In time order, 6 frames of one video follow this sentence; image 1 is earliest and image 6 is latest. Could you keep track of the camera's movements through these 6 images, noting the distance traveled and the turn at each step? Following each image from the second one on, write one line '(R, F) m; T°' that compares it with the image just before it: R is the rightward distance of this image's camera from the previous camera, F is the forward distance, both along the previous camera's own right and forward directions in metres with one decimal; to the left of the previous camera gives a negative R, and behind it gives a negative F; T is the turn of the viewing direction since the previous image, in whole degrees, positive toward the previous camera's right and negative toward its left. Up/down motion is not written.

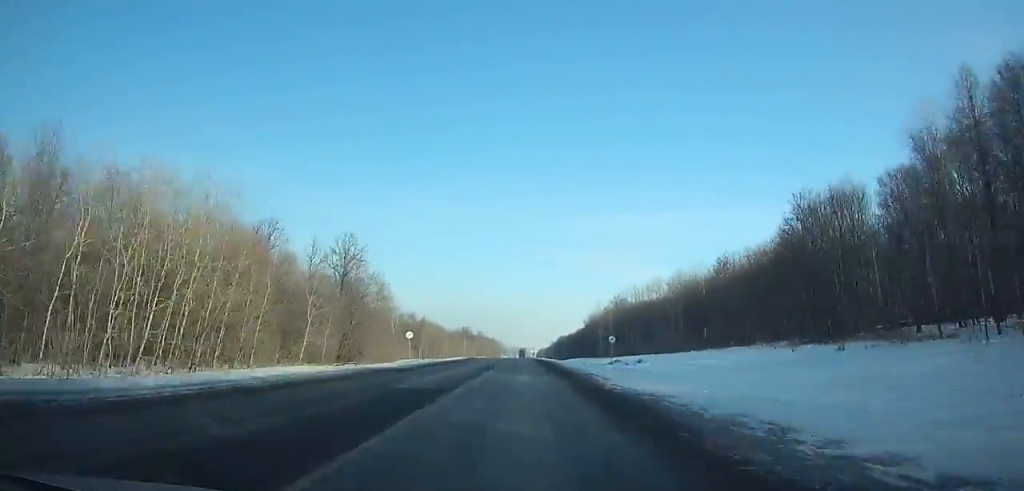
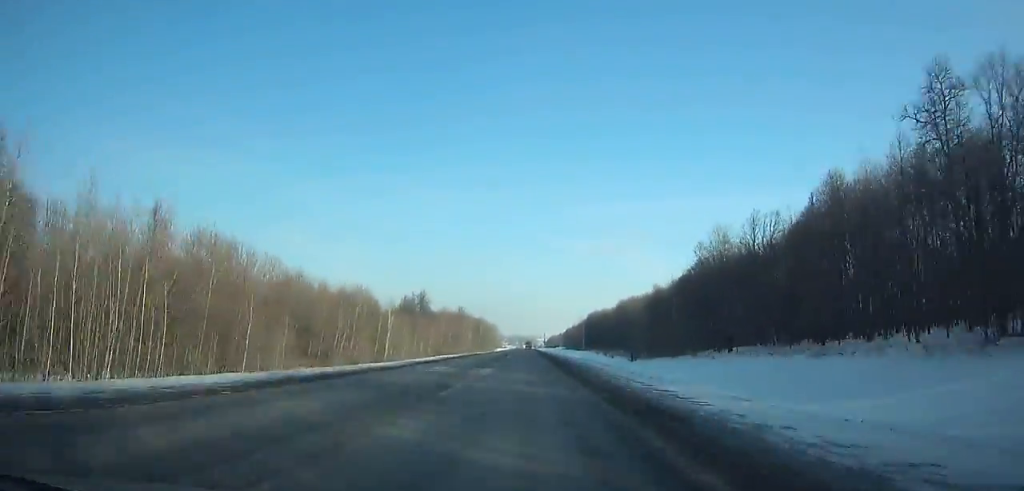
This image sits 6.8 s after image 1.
(+0.1, +172.6) m; 0°
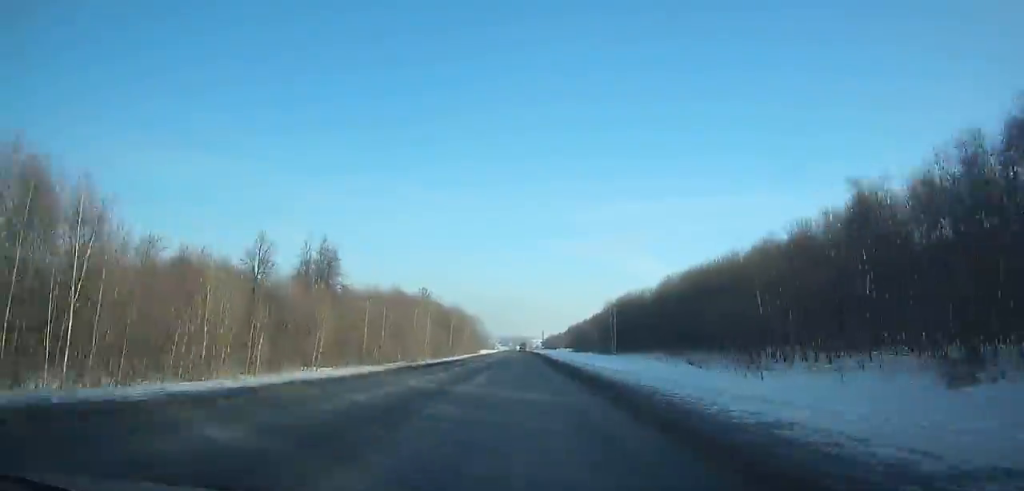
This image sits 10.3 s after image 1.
(0.0, +89.6) m; 0°
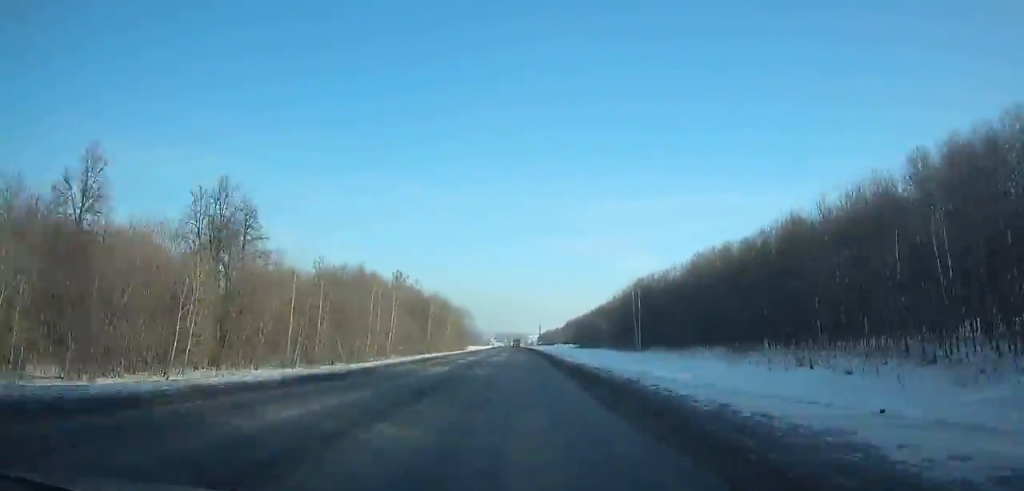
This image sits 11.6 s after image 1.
(+0.1, +33.4) m; 0°
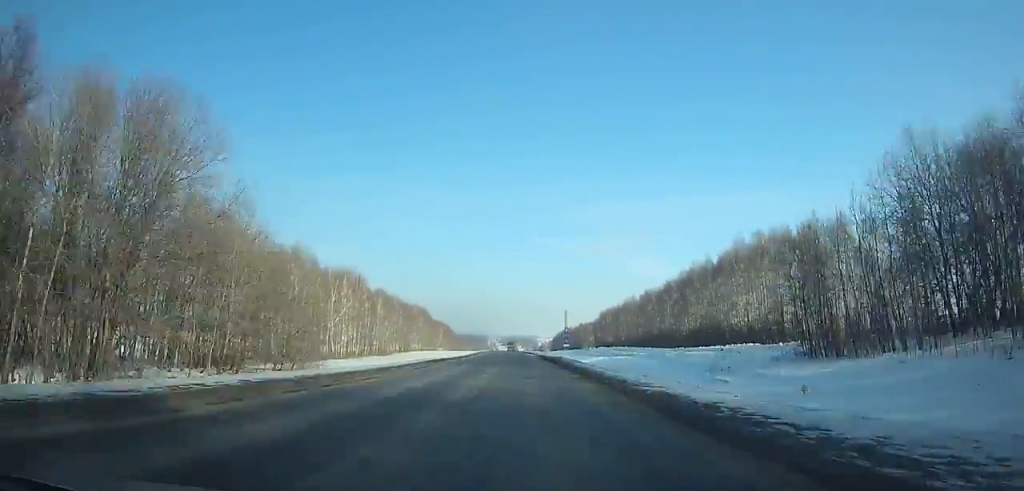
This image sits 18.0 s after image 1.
(-0.5, +166.2) m; -1°
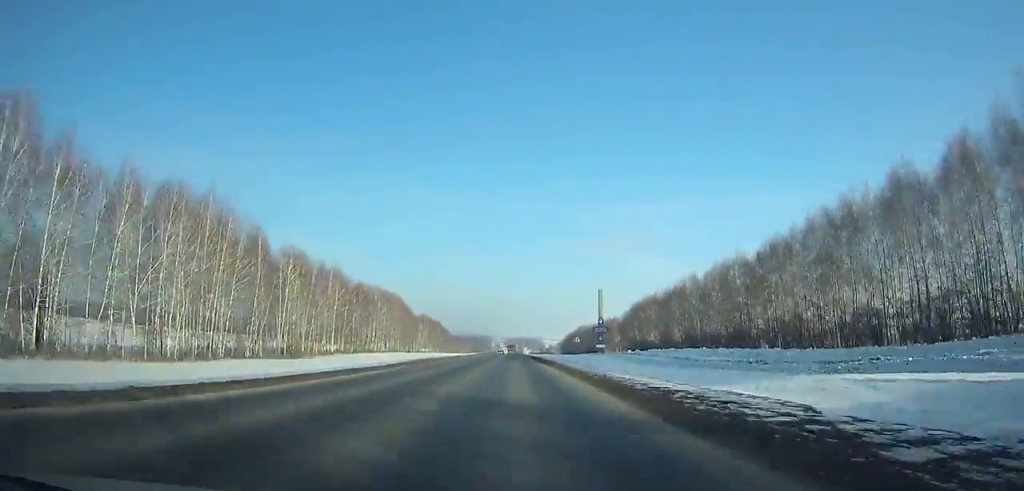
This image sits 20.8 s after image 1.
(-0.4, +73.5) m; -1°
